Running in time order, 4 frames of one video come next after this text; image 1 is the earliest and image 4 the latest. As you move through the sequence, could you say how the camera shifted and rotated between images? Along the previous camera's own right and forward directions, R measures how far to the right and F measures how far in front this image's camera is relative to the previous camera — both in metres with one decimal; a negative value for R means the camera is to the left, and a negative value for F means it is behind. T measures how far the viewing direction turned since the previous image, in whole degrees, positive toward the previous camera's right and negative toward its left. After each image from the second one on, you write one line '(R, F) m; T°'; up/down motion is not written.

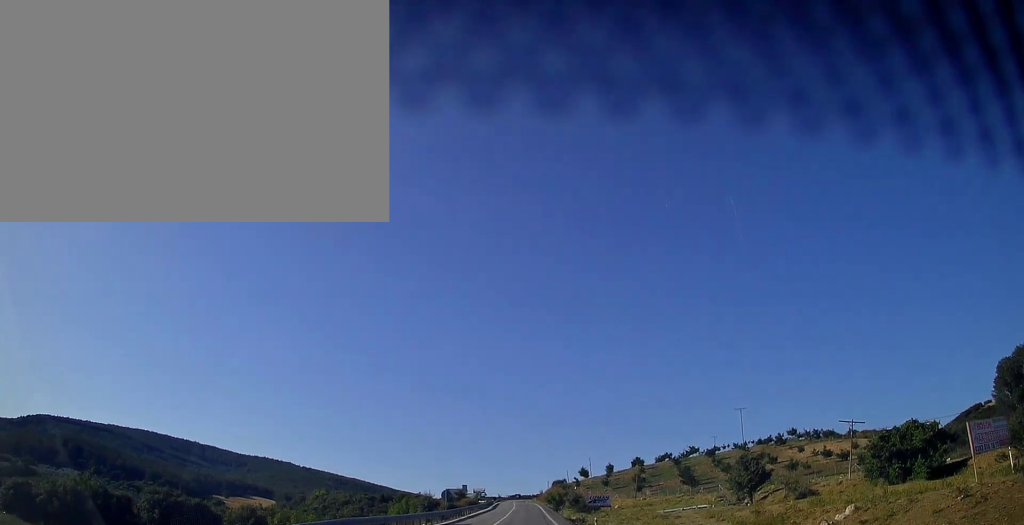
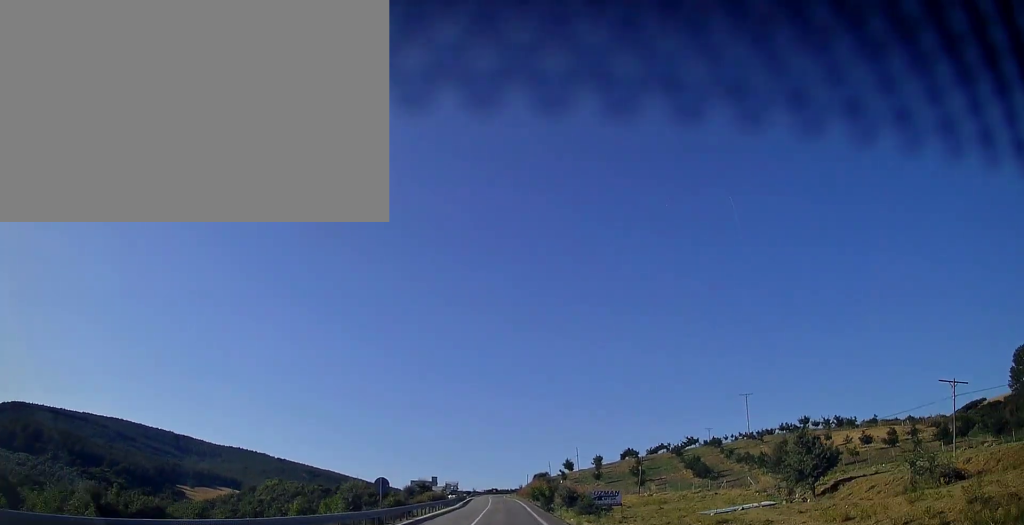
(+1.1, +18.4) m; +5°
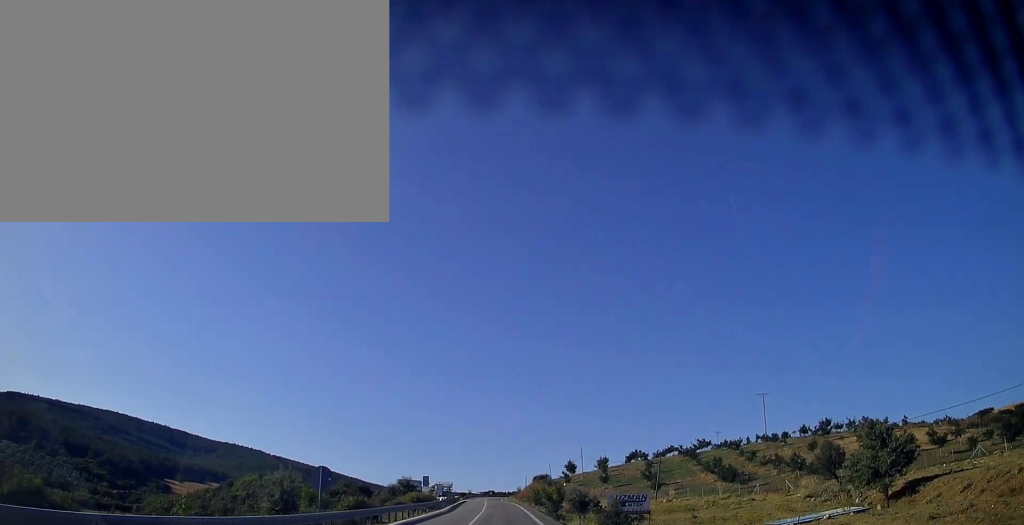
(+0.1, +10.4) m; 0°
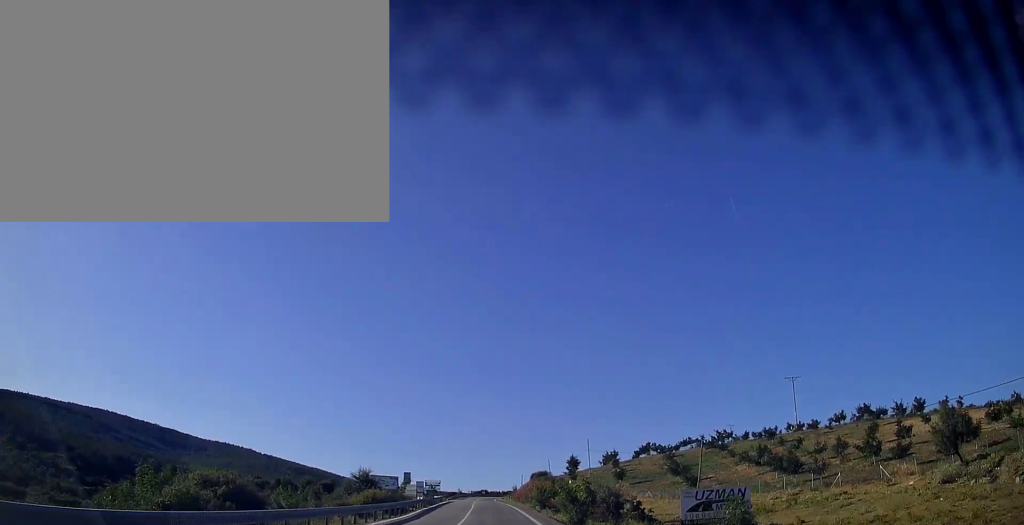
(0.0, +17.2) m; 0°
